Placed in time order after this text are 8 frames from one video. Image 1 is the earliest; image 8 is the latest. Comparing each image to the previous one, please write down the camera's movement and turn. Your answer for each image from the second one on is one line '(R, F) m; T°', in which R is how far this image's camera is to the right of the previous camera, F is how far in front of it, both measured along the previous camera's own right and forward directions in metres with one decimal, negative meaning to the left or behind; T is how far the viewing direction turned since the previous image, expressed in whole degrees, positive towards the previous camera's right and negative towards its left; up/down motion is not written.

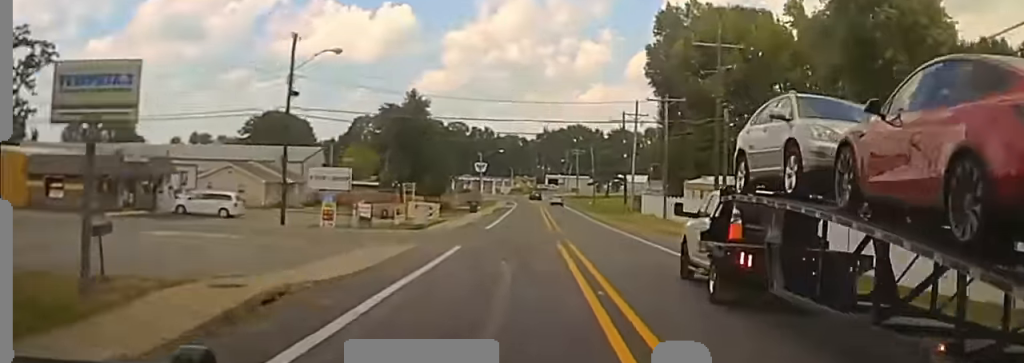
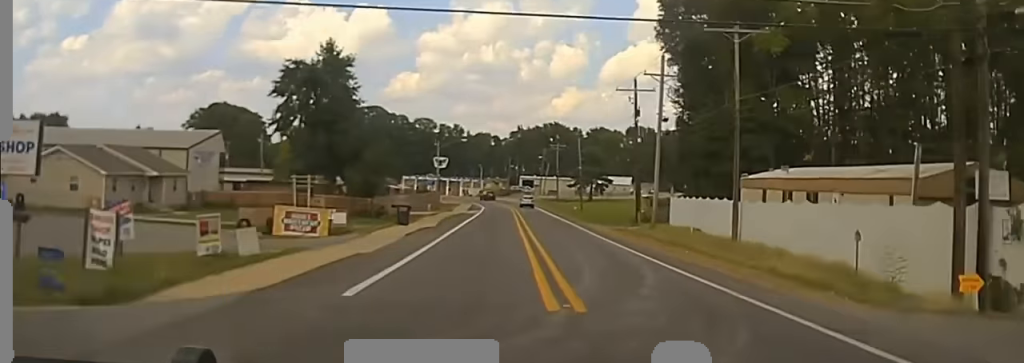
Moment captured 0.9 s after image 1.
(-0.2, +24.9) m; +1°
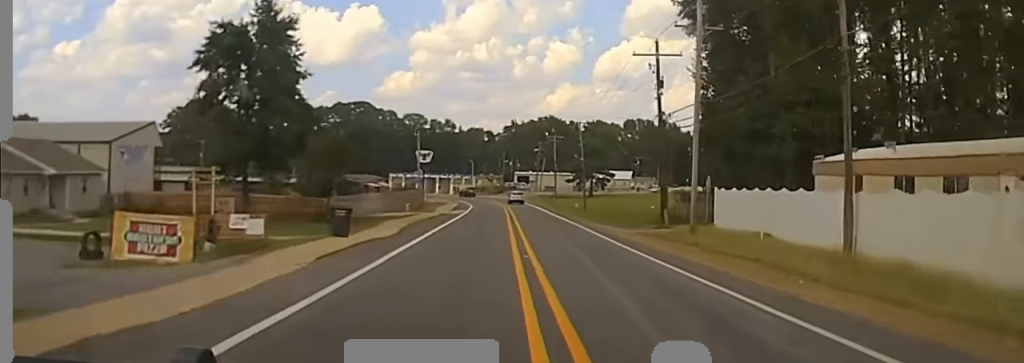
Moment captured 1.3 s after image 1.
(+0.2, +12.2) m; +1°
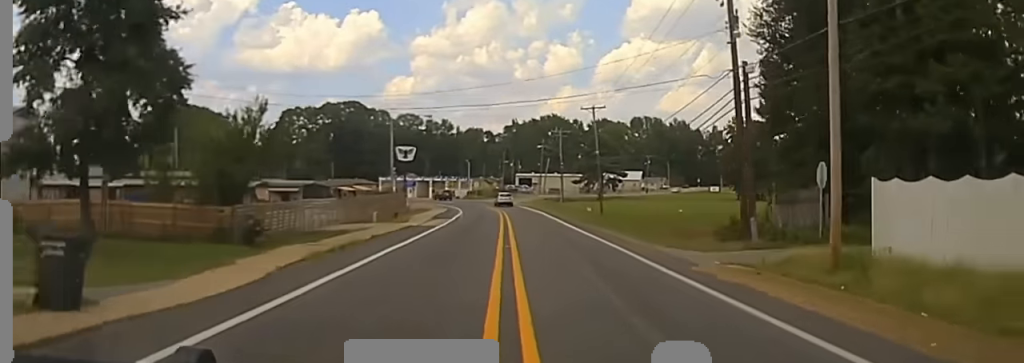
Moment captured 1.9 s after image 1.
(+0.1, +17.2) m; +1°
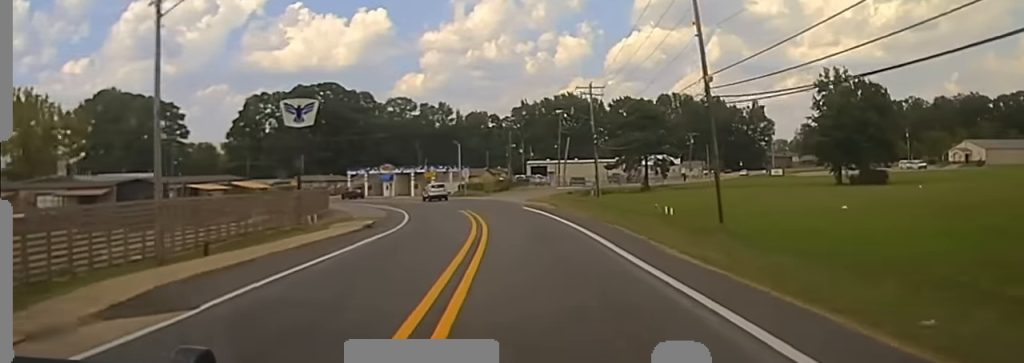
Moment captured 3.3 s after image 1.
(+0.5, +48.0) m; +1°
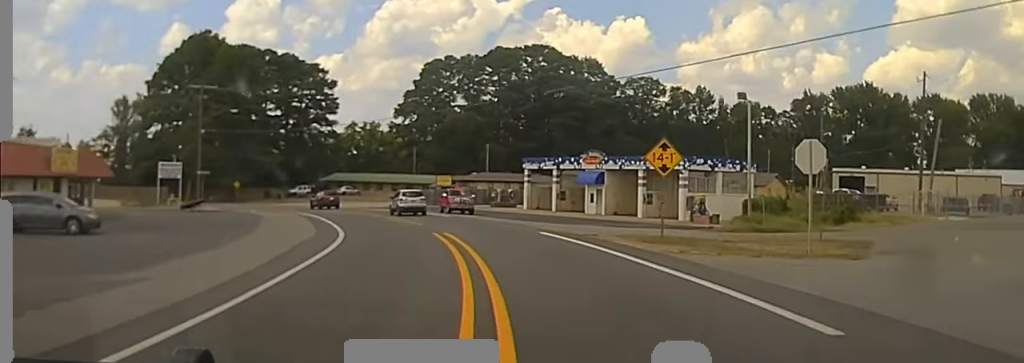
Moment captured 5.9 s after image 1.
(-6.3, +86.1) m; -11°
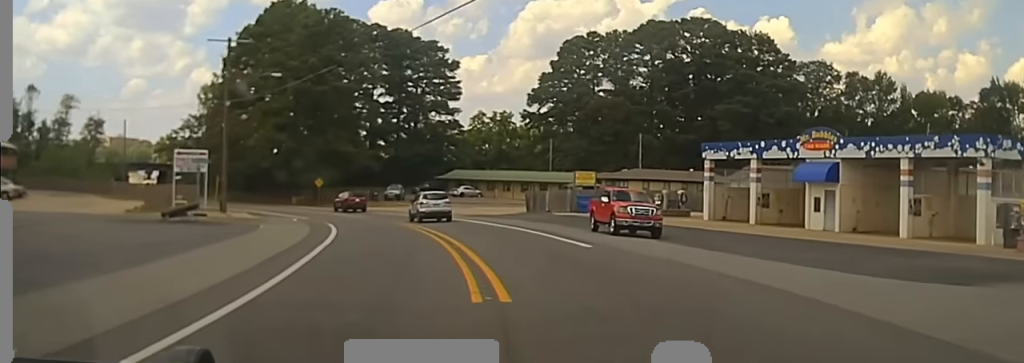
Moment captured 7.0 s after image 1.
(-0.4, +29.6) m; -3°
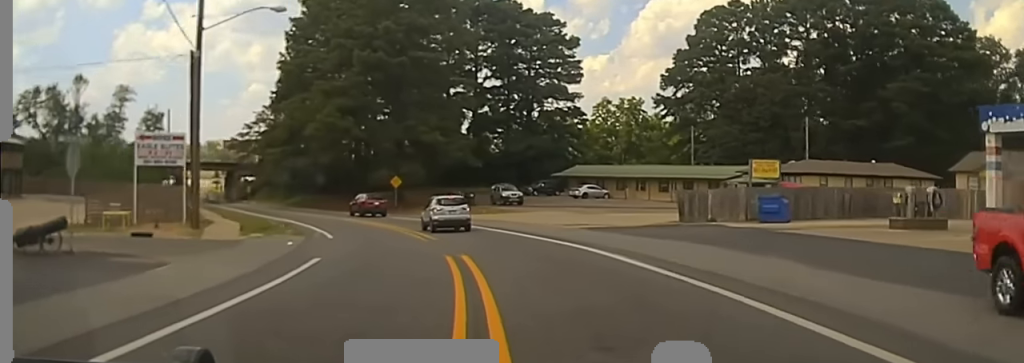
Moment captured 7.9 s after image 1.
(-0.3, +24.2) m; -9°
